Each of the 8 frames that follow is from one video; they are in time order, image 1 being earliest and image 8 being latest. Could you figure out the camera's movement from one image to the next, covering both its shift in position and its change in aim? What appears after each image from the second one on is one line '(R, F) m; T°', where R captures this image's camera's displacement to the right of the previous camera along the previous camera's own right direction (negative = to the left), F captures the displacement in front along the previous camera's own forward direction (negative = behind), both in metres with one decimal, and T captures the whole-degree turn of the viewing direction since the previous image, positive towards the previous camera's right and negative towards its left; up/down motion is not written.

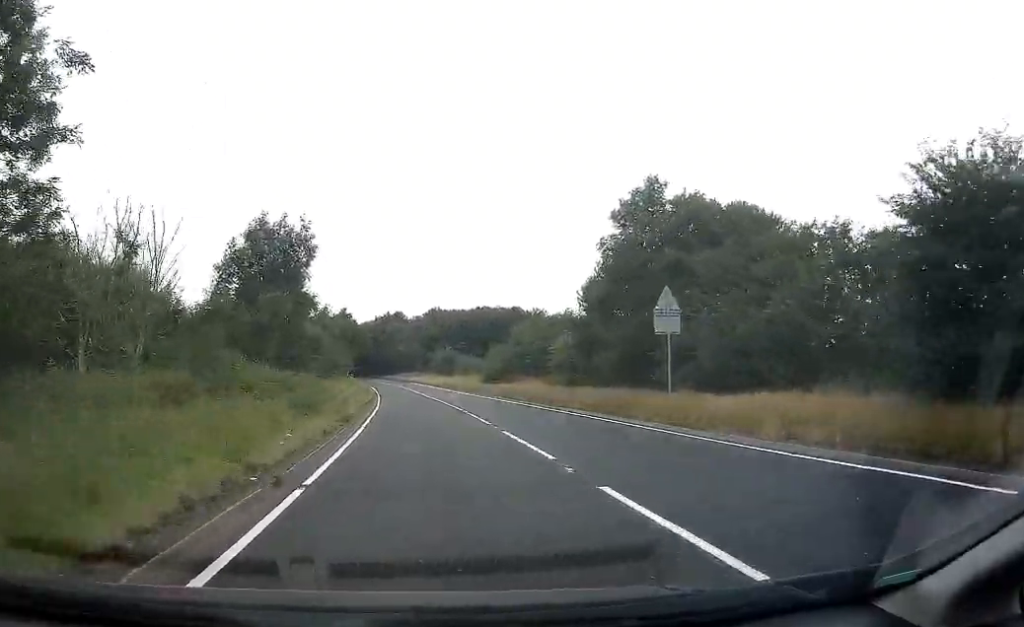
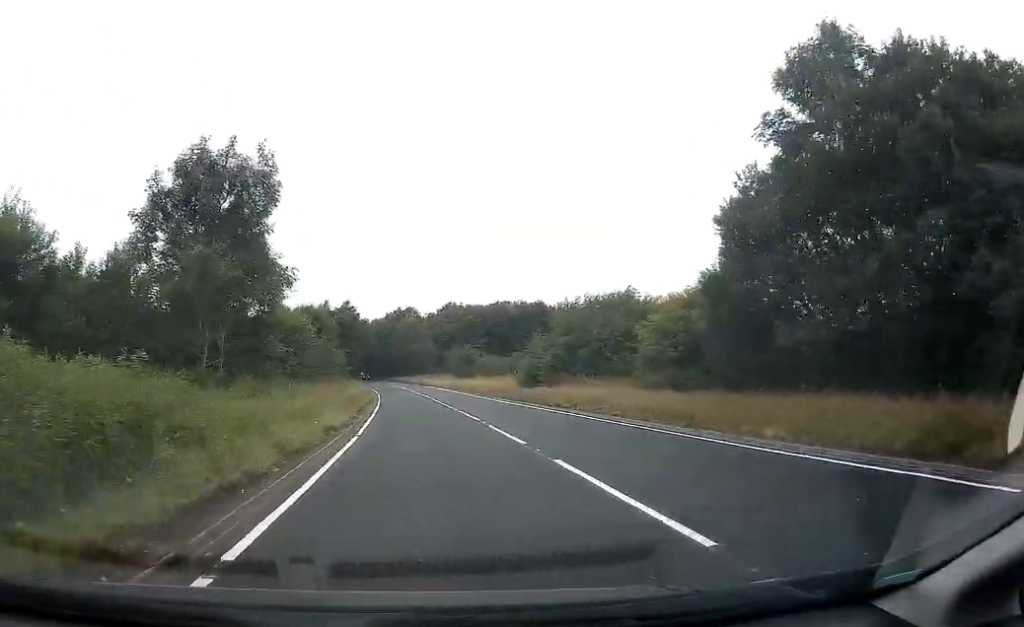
(-0.2, +14.7) m; -1°
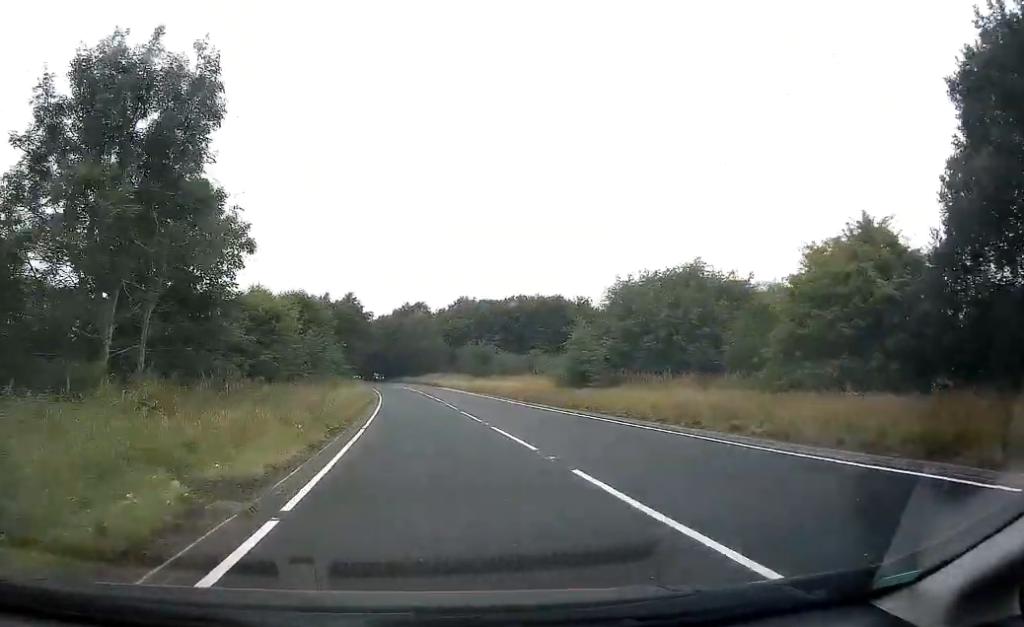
(0.0, +10.7) m; -1°
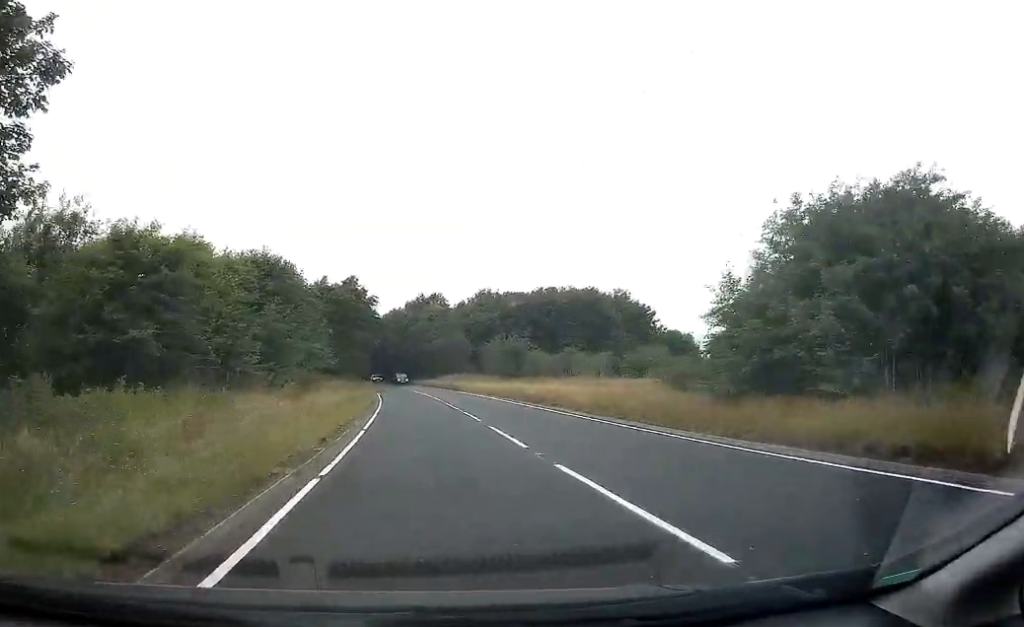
(0.0, +17.6) m; -1°
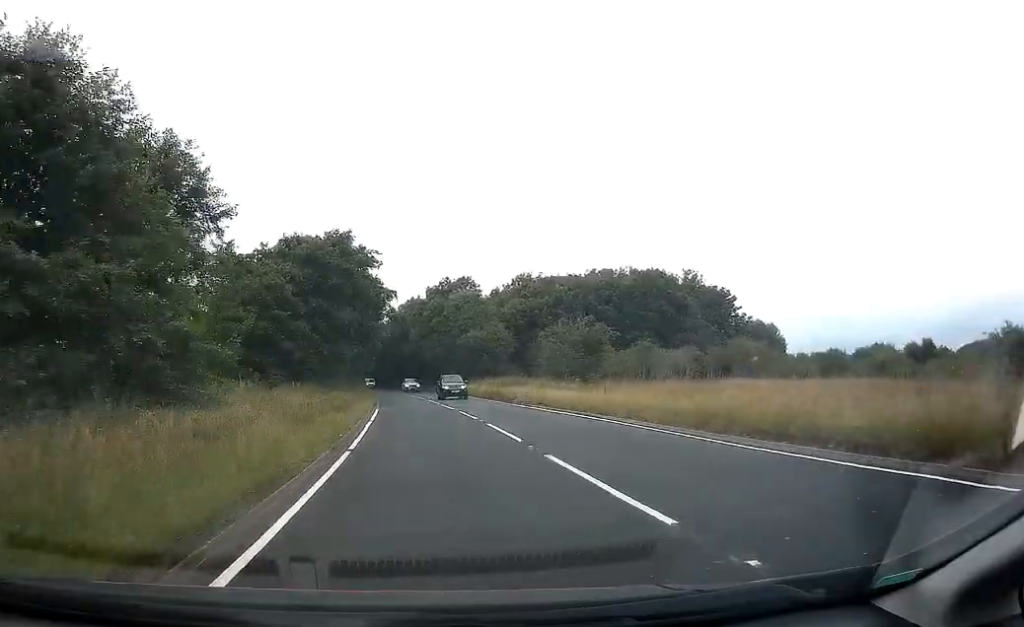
(-0.8, +25.0) m; -2°
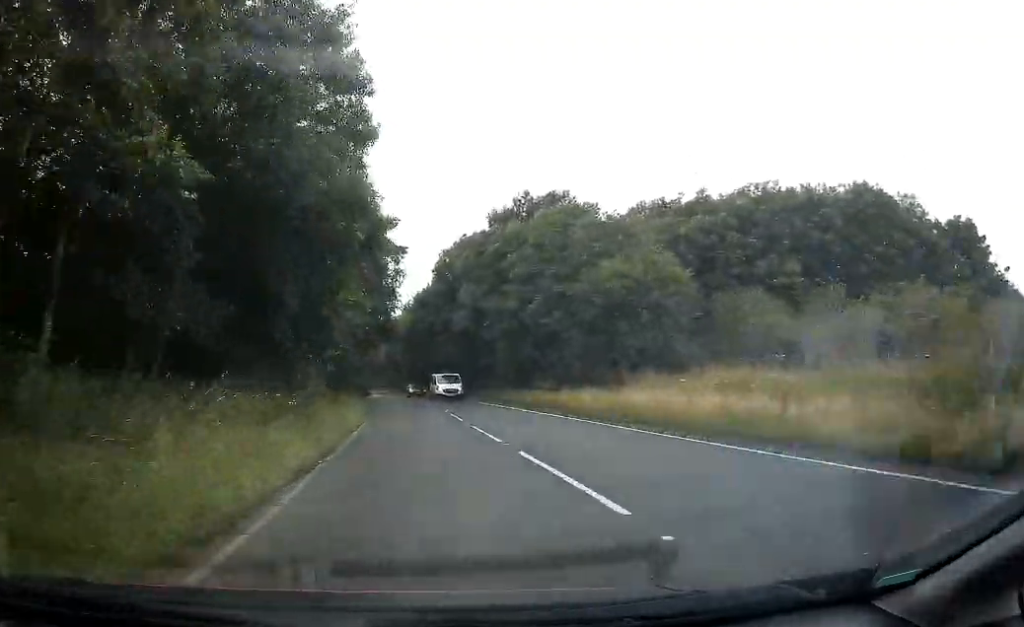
(-0.9, +43.5) m; -4°
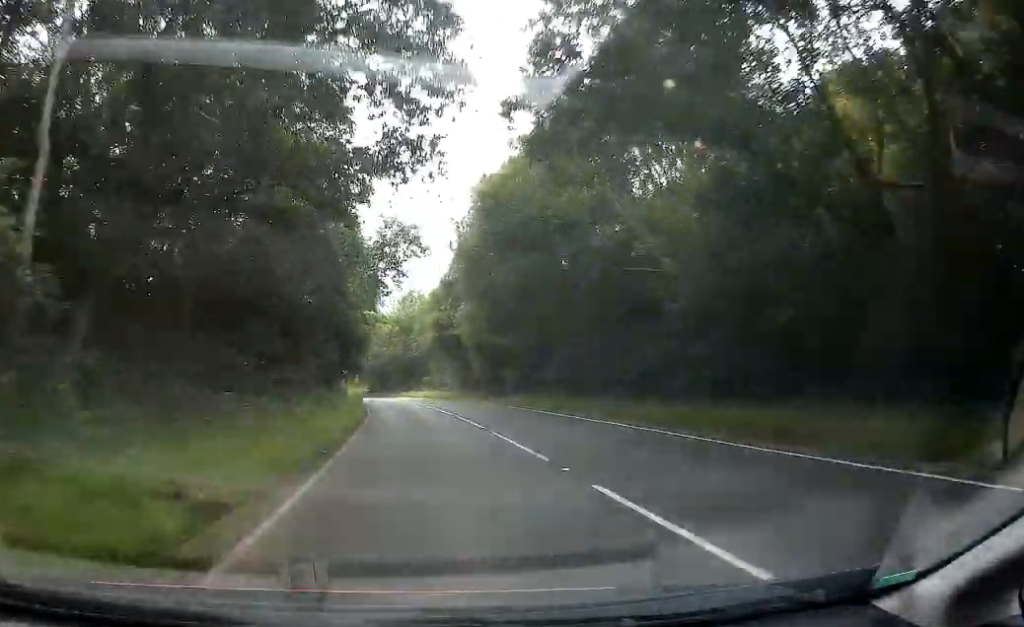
(-1.5, +47.9) m; -3°
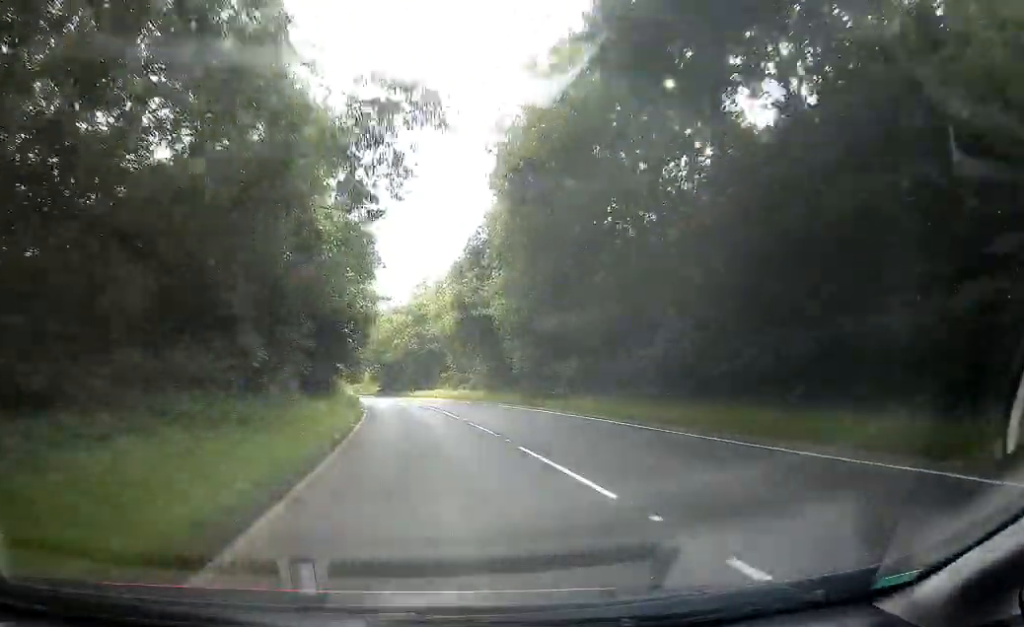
(0.0, +13.4) m; -1°
